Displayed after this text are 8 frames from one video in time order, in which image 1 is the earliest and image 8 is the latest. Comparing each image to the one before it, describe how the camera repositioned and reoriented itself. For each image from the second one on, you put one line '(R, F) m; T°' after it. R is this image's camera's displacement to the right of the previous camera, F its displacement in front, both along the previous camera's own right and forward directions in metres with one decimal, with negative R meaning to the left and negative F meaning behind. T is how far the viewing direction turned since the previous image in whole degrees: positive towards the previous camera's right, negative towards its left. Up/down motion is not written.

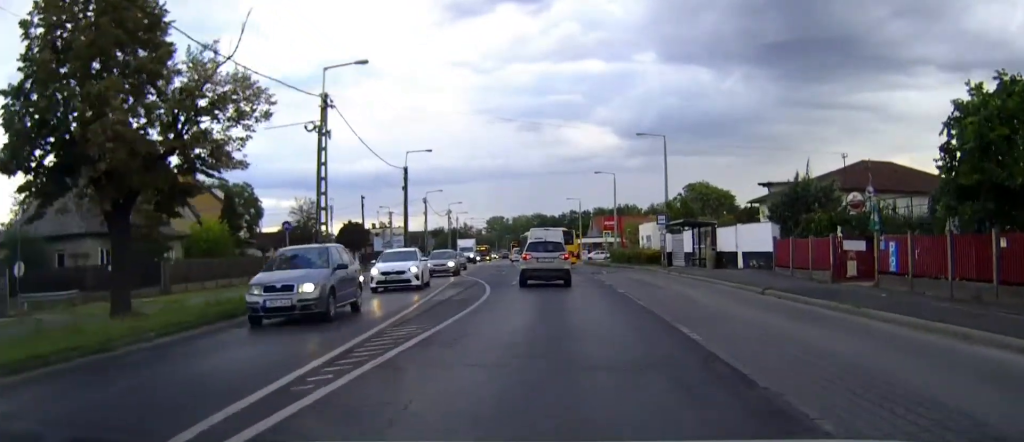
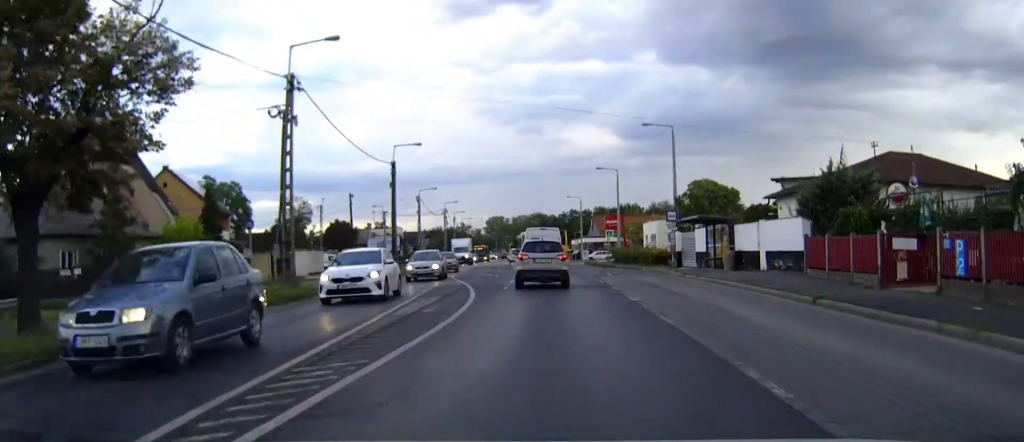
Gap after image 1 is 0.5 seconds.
(0.0, +4.1) m; 0°
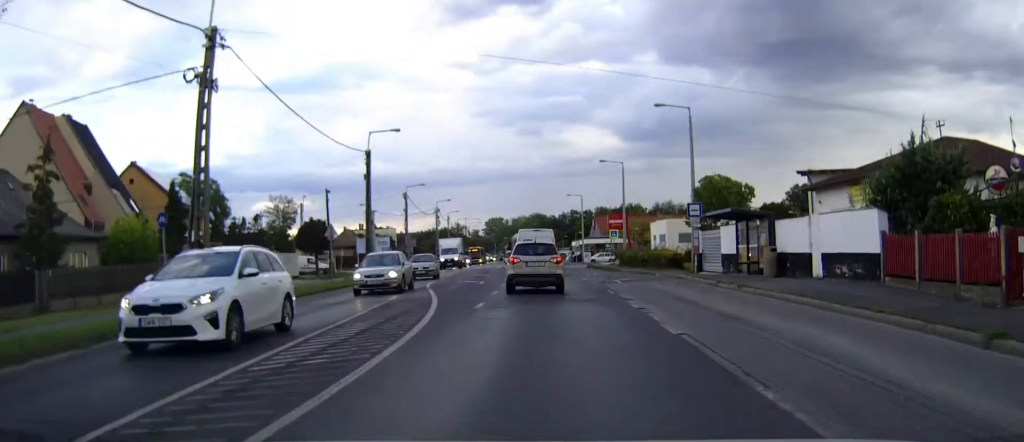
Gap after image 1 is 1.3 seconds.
(0.0, +6.6) m; 0°
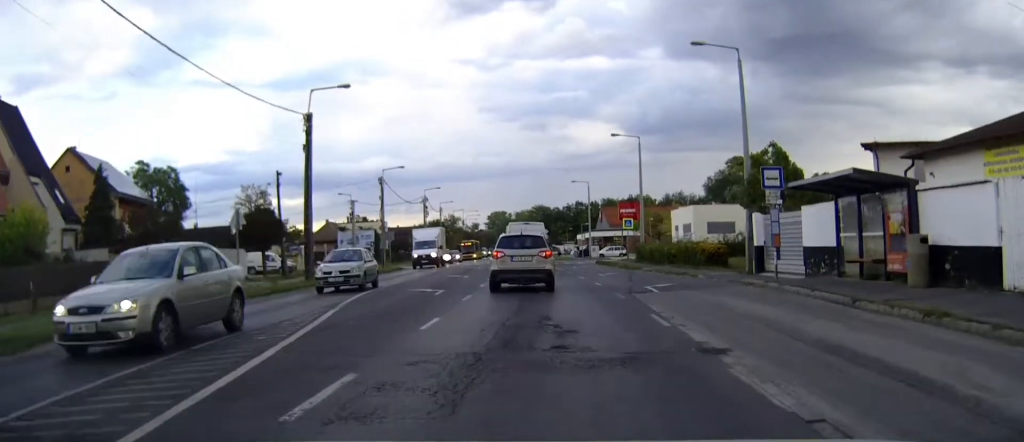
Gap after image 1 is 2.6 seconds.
(0.0, +11.3) m; -1°
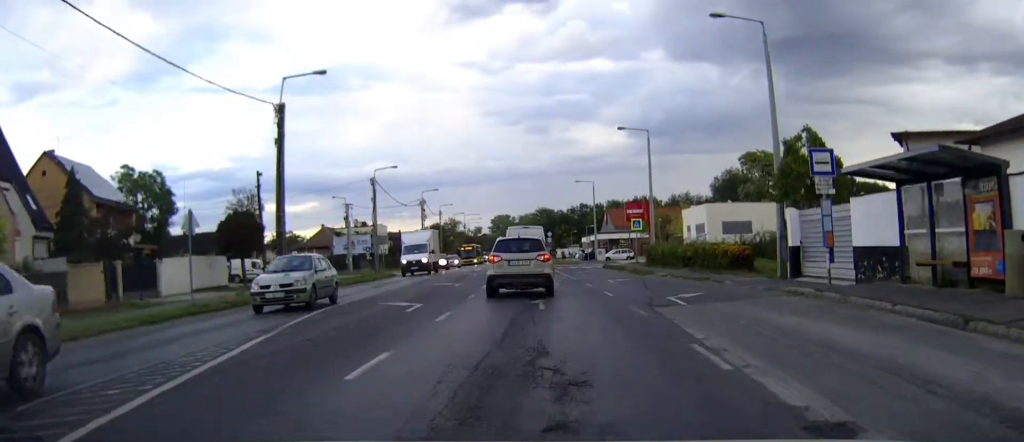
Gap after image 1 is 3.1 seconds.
(0.0, +3.9) m; 0°
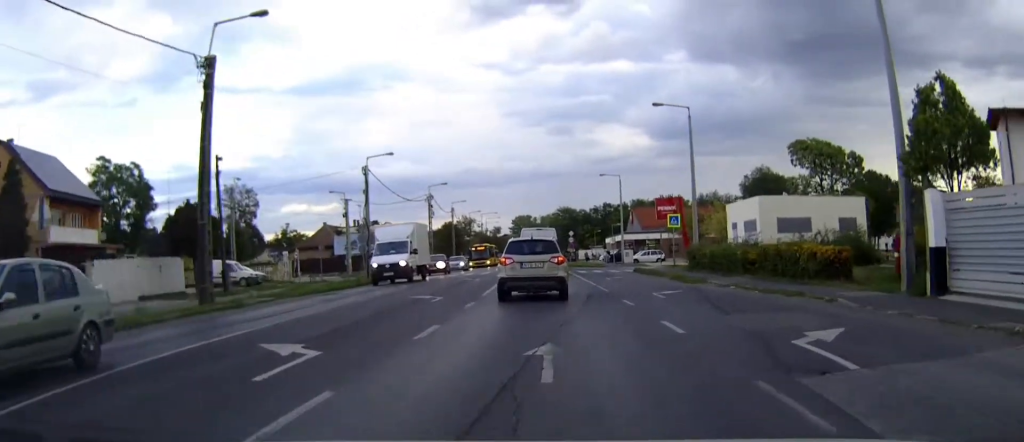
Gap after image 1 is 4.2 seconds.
(-0.1, +8.4) m; -1°
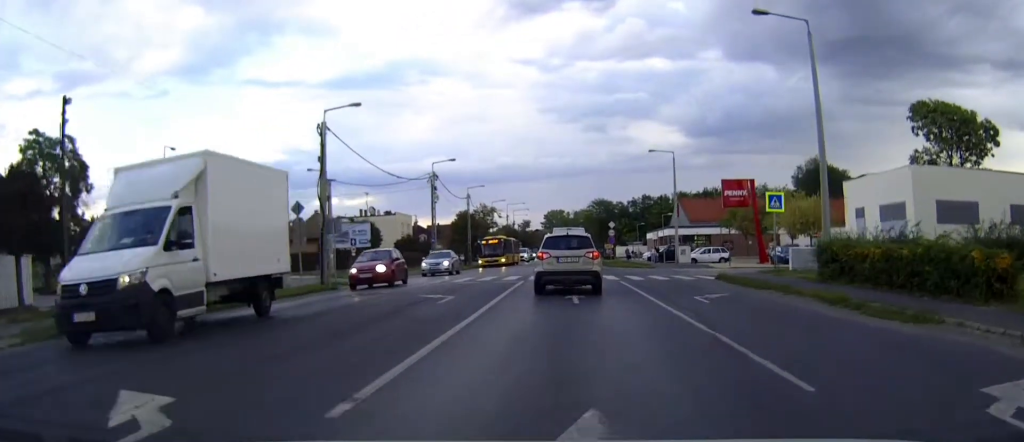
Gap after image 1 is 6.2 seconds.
(-0.4, +16.1) m; -2°
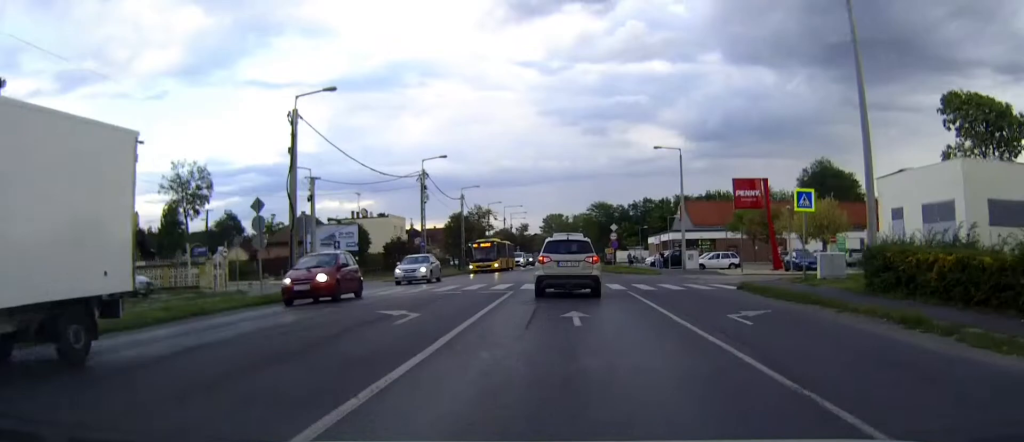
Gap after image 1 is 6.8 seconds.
(0.0, +4.0) m; 0°
